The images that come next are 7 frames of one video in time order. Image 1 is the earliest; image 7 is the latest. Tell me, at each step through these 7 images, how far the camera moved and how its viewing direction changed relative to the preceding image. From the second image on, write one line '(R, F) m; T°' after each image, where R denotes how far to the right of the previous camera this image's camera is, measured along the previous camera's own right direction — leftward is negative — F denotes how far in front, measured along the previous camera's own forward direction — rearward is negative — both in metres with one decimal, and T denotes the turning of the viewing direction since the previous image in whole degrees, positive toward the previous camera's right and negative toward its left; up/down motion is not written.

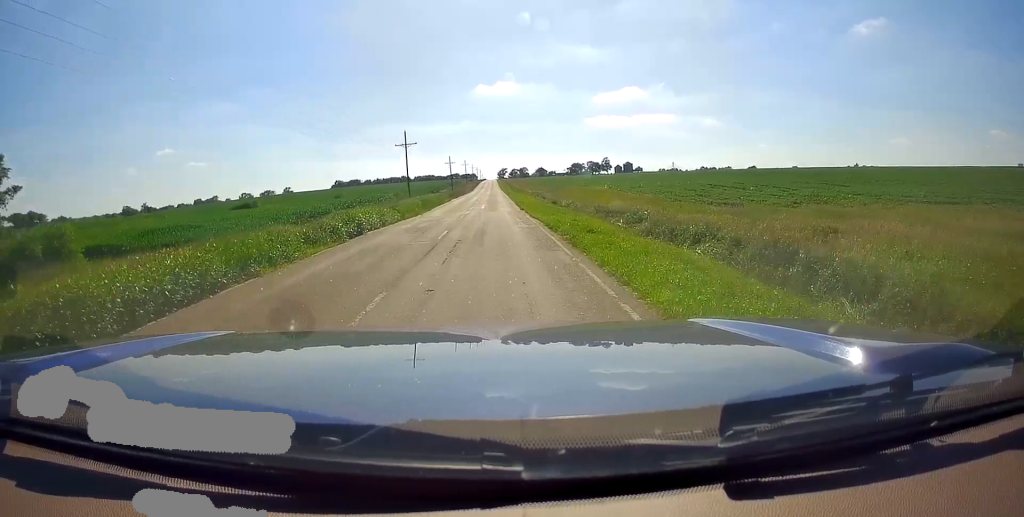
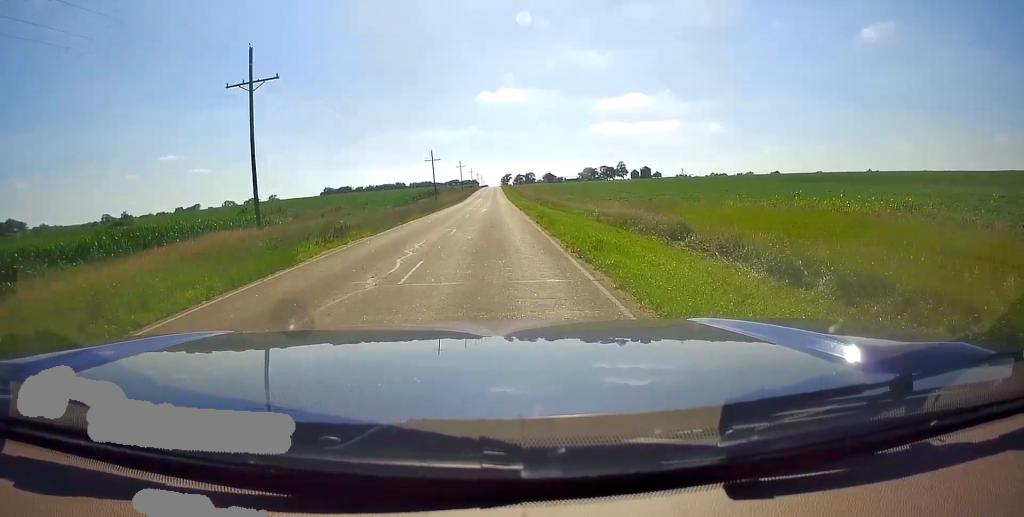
(0.0, +54.5) m; 0°
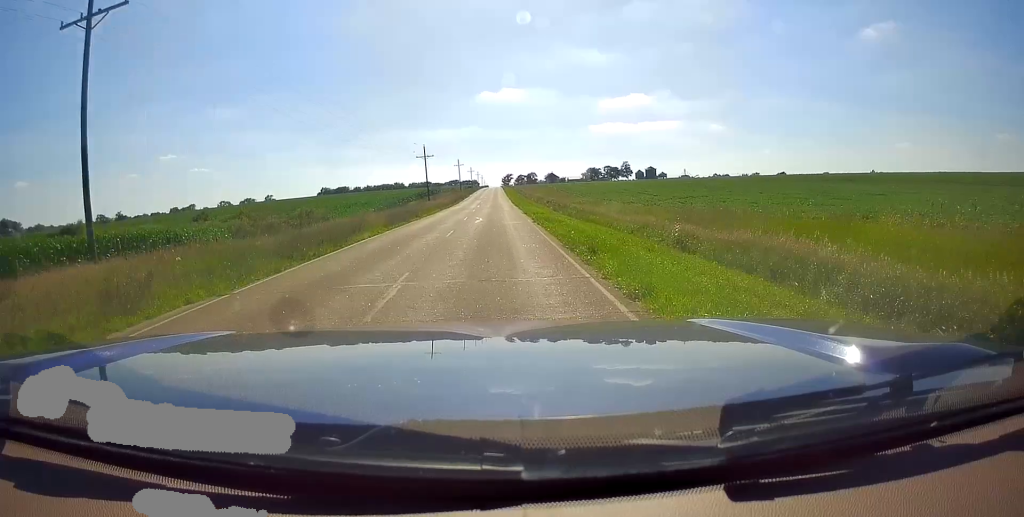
(0.0, +13.5) m; 0°
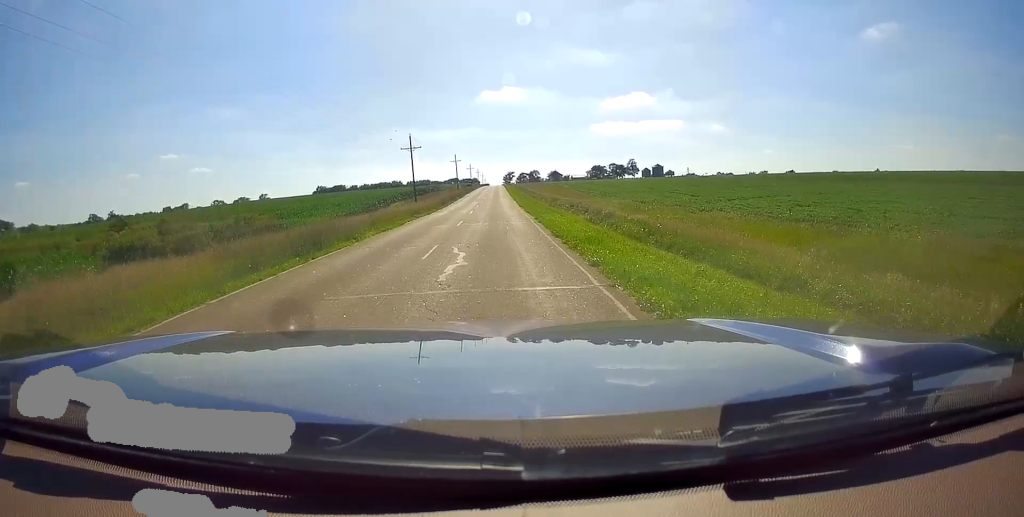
(0.0, +18.0) m; -1°
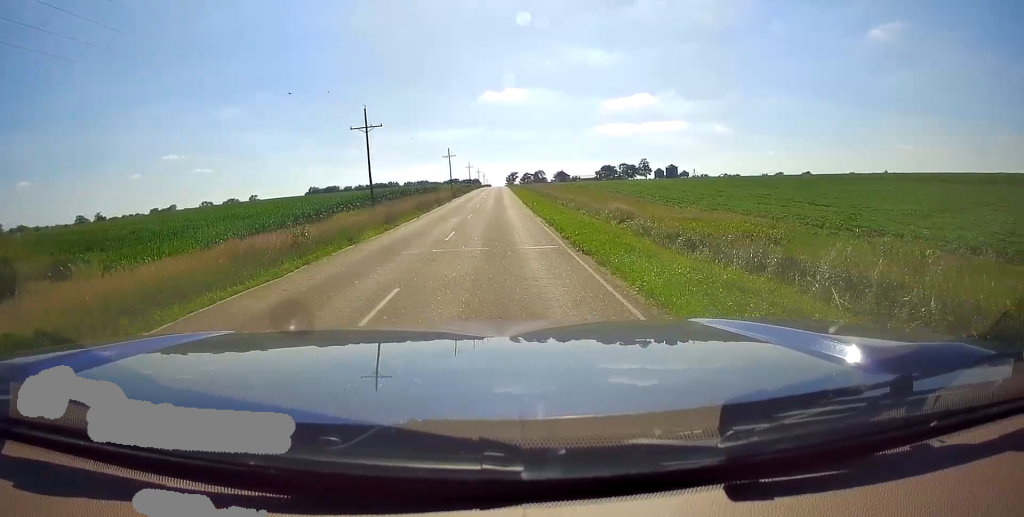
(-0.5, +31.1) m; -1°
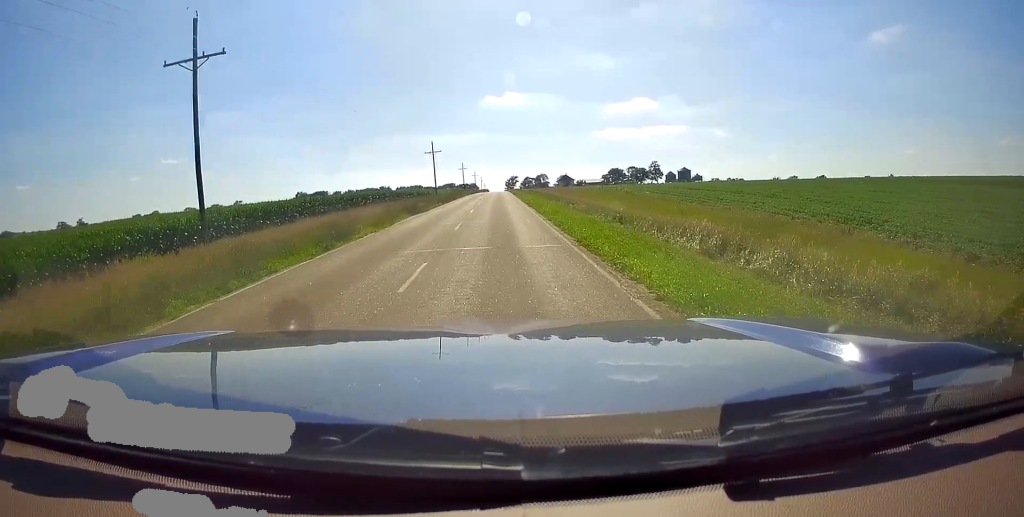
(+0.4, +32.6) m; 0°
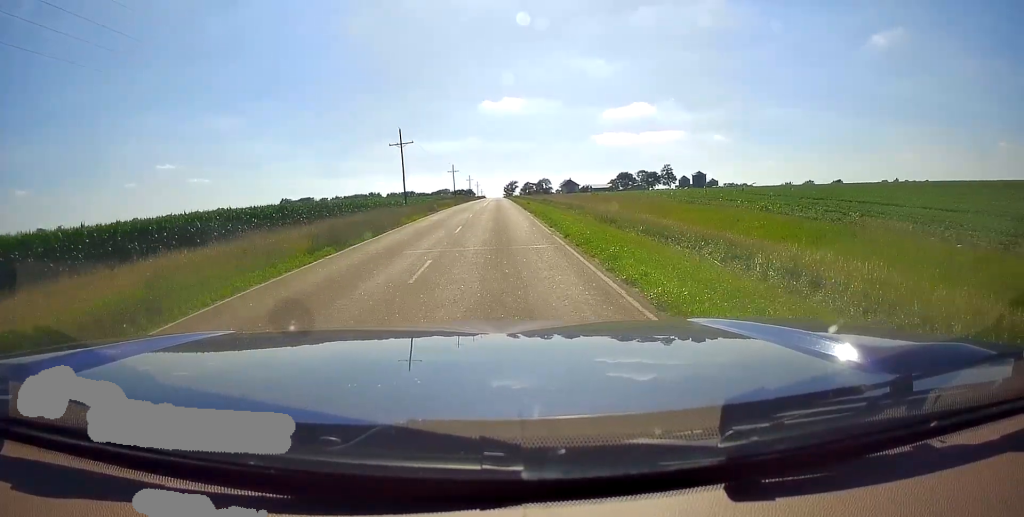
(-0.4, +34.0) m; 0°
